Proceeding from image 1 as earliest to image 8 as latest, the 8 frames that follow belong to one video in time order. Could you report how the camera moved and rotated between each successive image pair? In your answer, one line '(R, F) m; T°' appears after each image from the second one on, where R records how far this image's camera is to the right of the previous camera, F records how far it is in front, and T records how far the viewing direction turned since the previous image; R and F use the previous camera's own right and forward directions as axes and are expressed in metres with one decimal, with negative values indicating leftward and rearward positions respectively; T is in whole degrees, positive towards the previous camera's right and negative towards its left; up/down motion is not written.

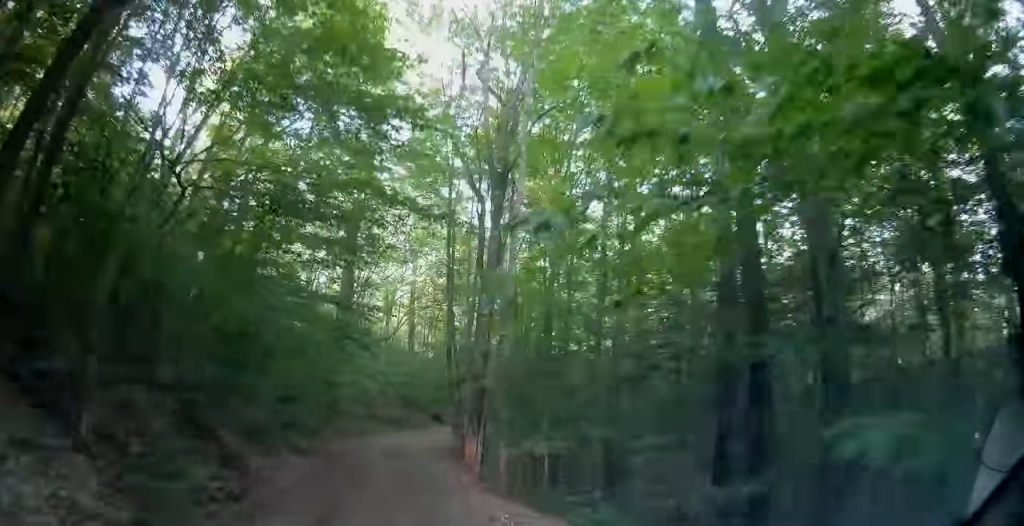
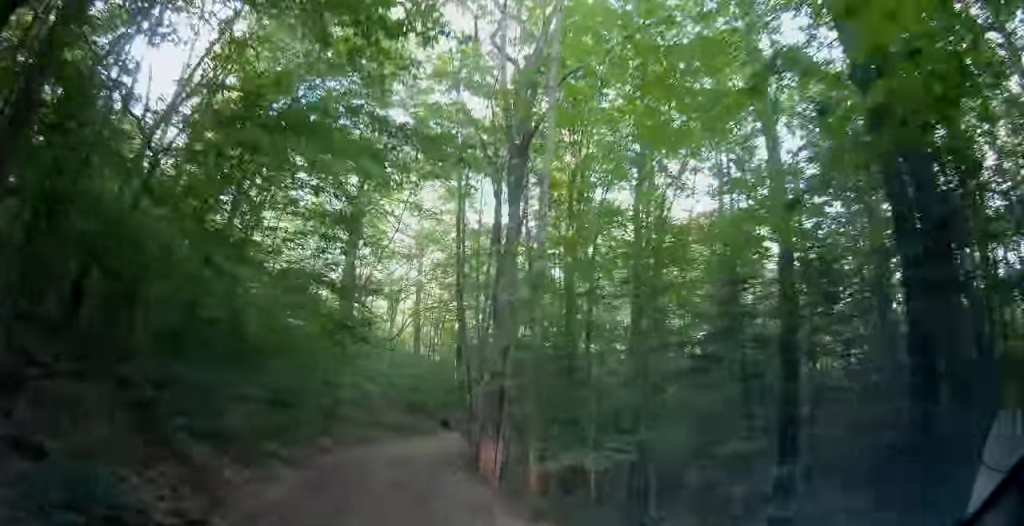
(-0.2, +2.6) m; +2°
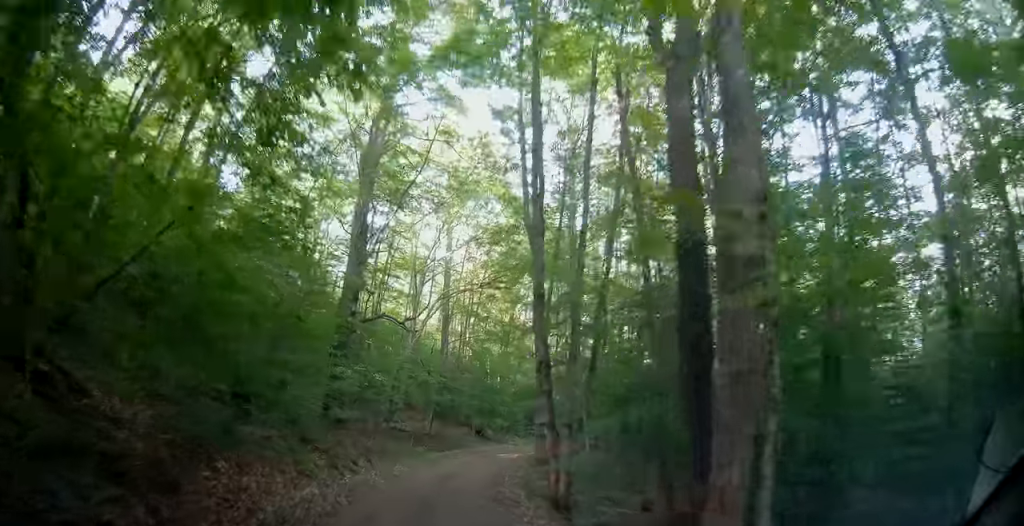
(+0.3, +10.8) m; -1°
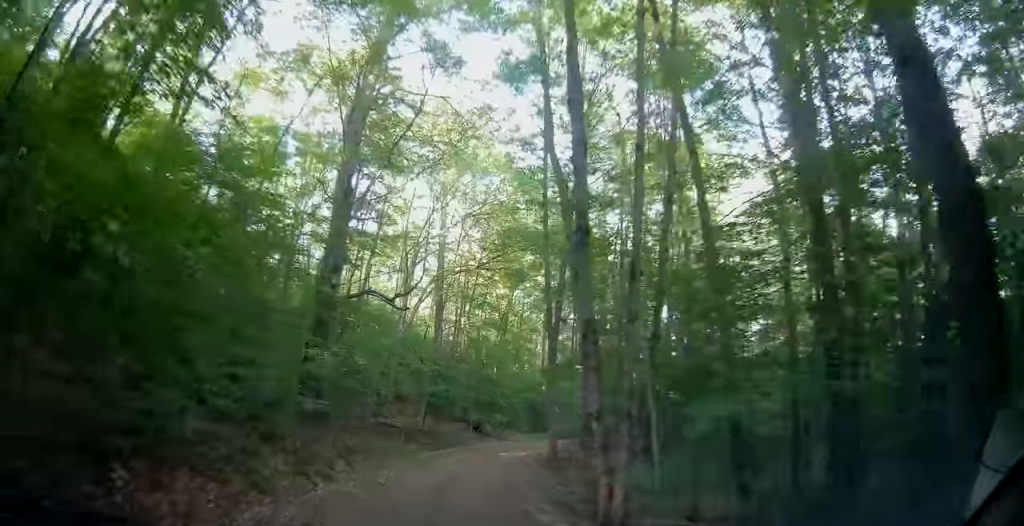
(-0.1, +4.1) m; -1°
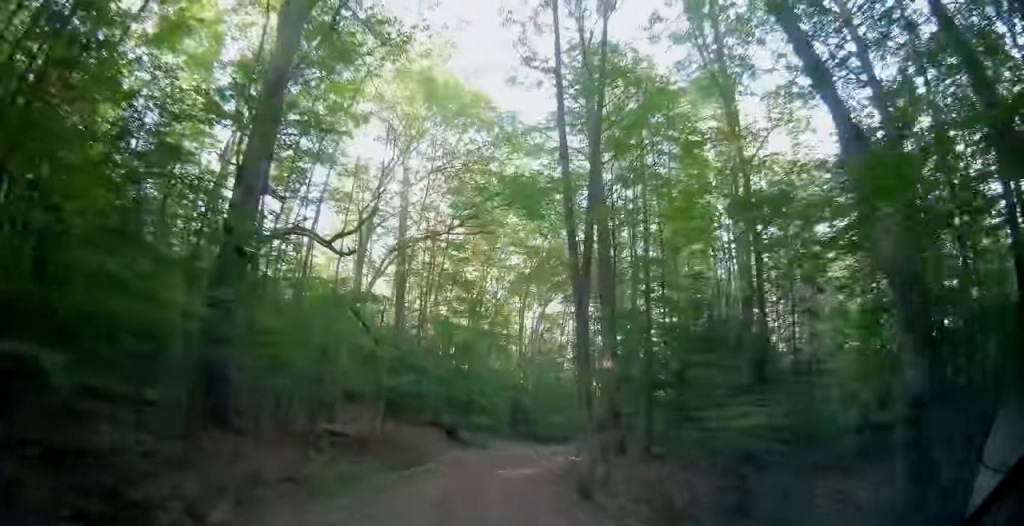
(+0.2, +9.1) m; +1°
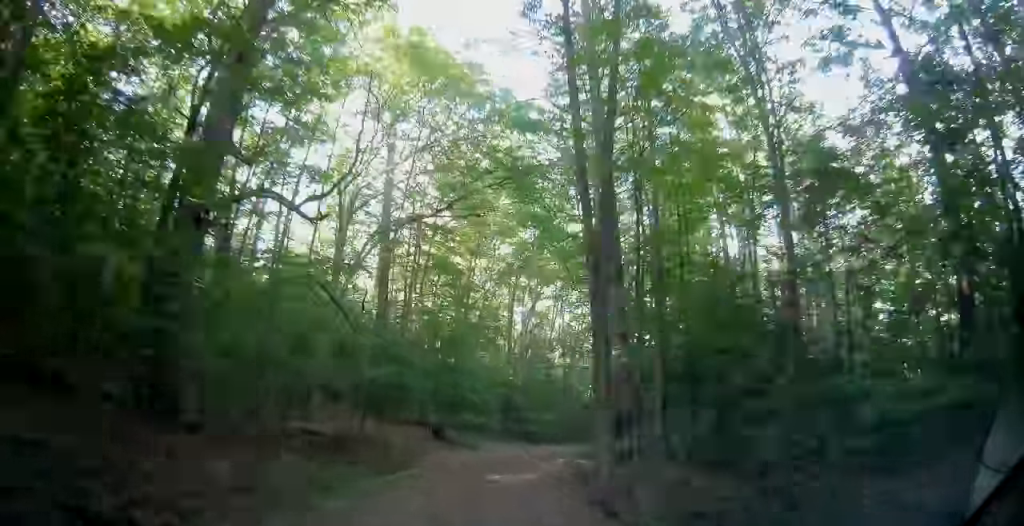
(0.0, +2.8) m; +1°
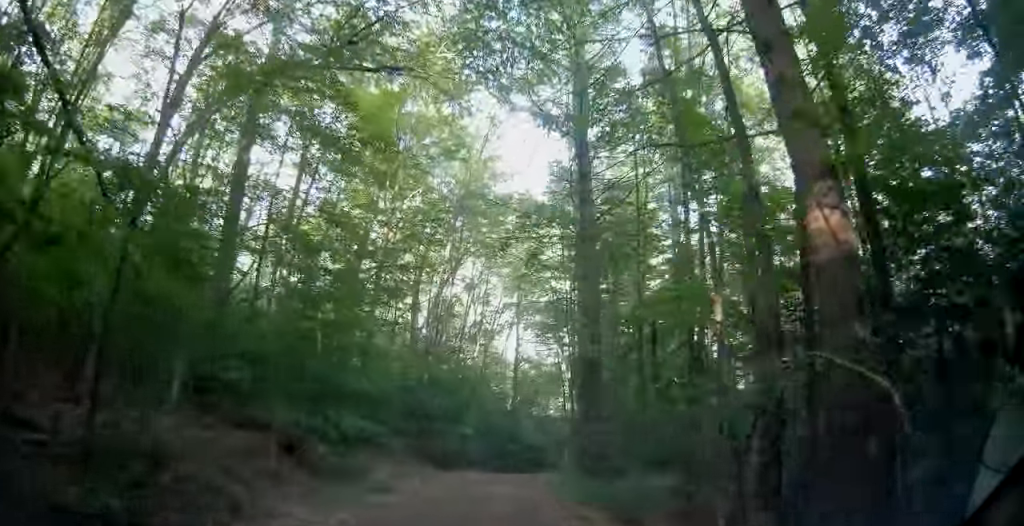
(+0.6, +15.2) m; 0°
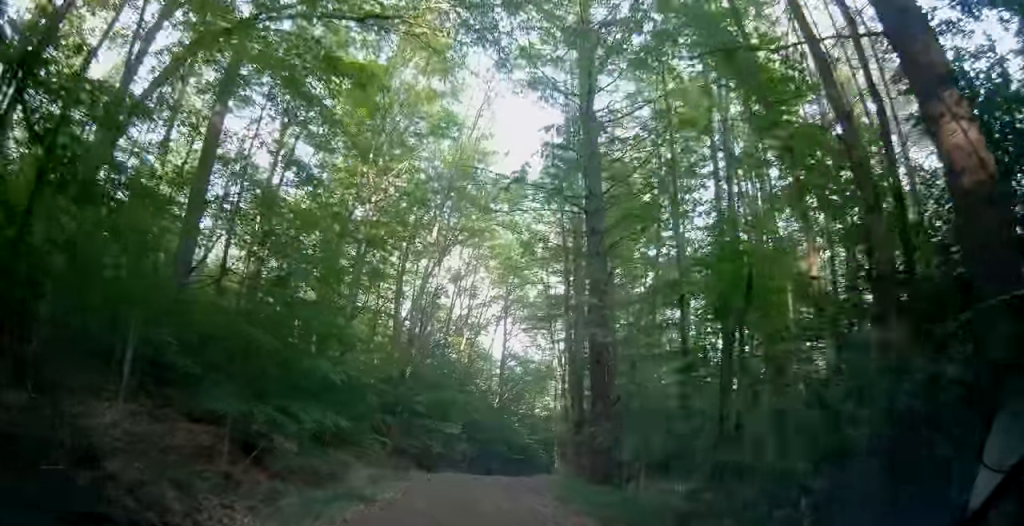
(-0.1, +2.6) m; -2°
